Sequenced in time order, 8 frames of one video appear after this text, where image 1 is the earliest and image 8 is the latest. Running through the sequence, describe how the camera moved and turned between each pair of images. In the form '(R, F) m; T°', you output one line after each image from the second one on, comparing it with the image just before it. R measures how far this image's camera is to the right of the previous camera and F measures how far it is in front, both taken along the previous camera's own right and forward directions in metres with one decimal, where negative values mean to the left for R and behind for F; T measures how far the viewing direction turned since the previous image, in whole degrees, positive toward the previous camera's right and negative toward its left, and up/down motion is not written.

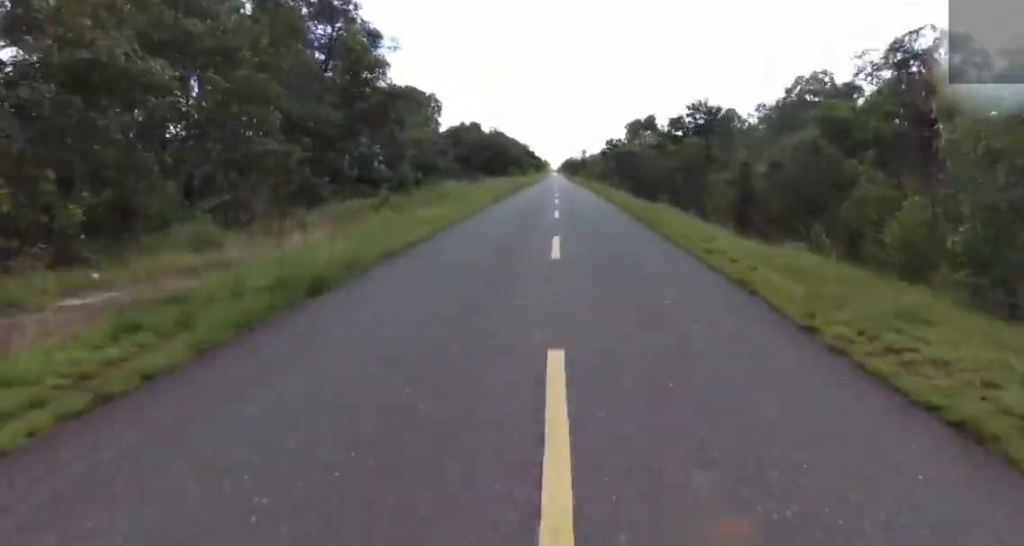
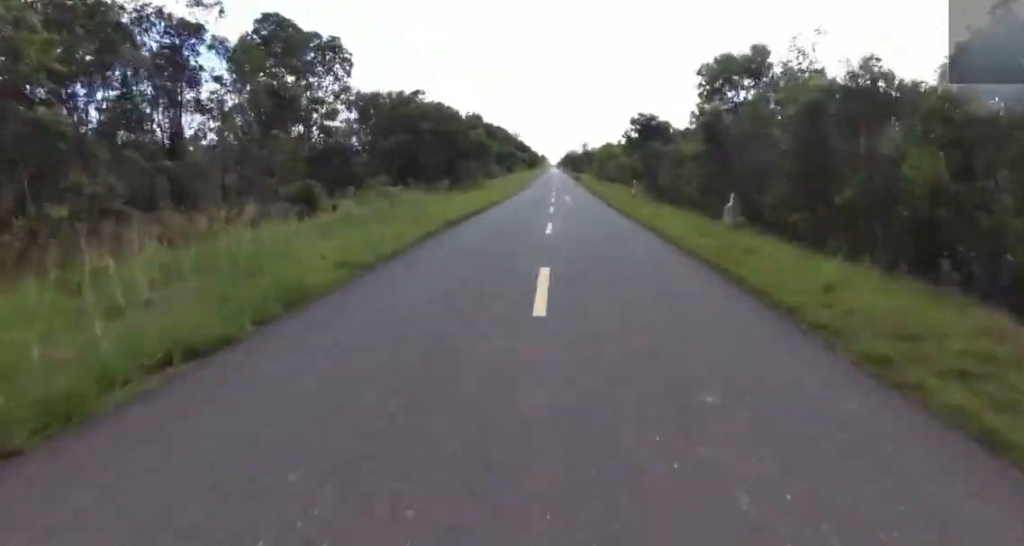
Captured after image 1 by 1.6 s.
(+0.1, +44.7) m; -2°
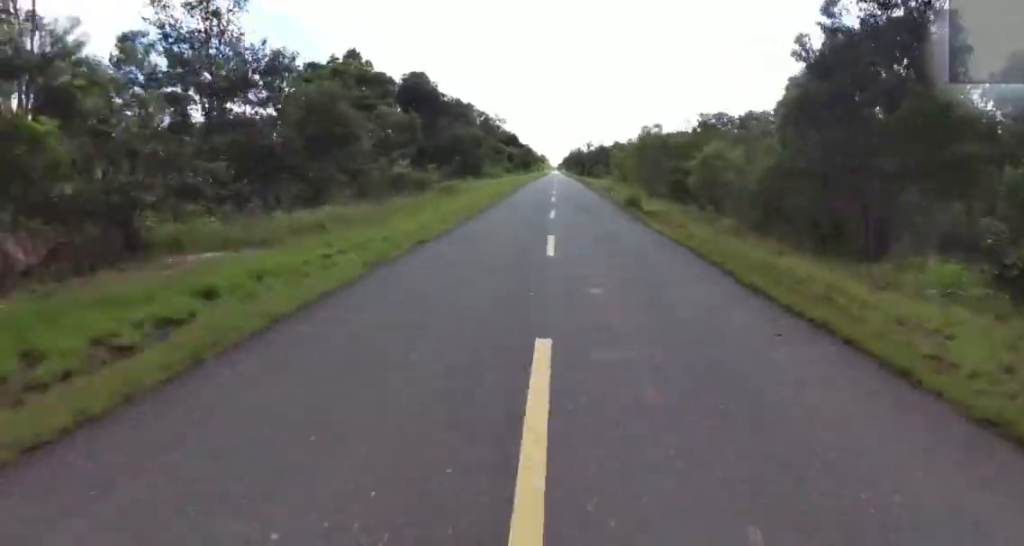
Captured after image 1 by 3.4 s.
(+0.2, +52.7) m; +2°
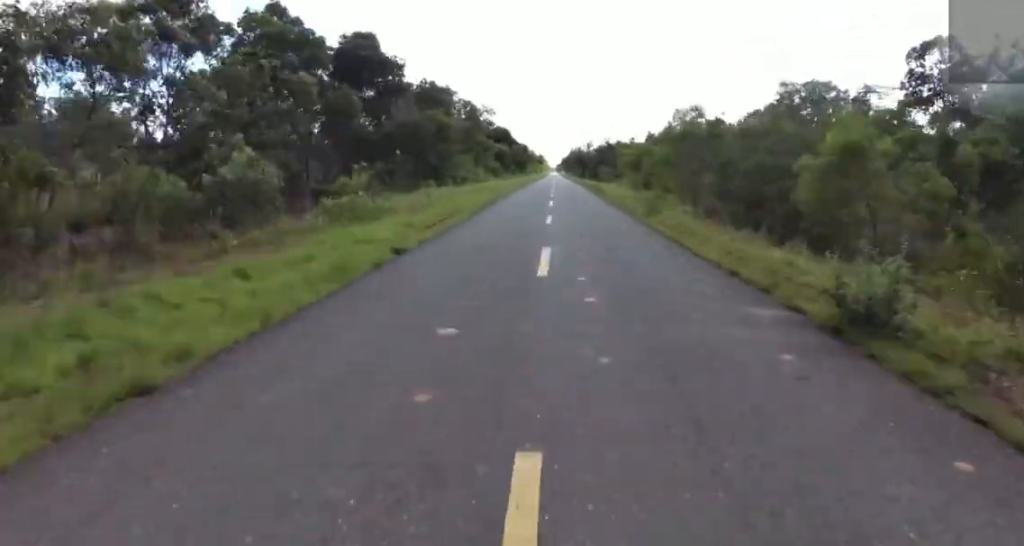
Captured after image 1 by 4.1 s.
(+0.7, +18.1) m; 0°
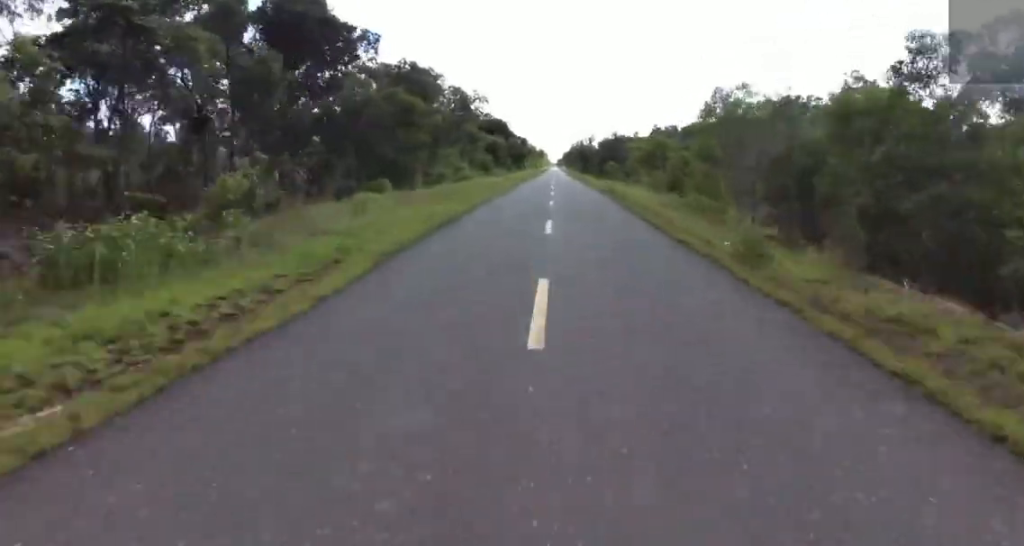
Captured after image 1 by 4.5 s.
(-0.5, +11.3) m; -1°
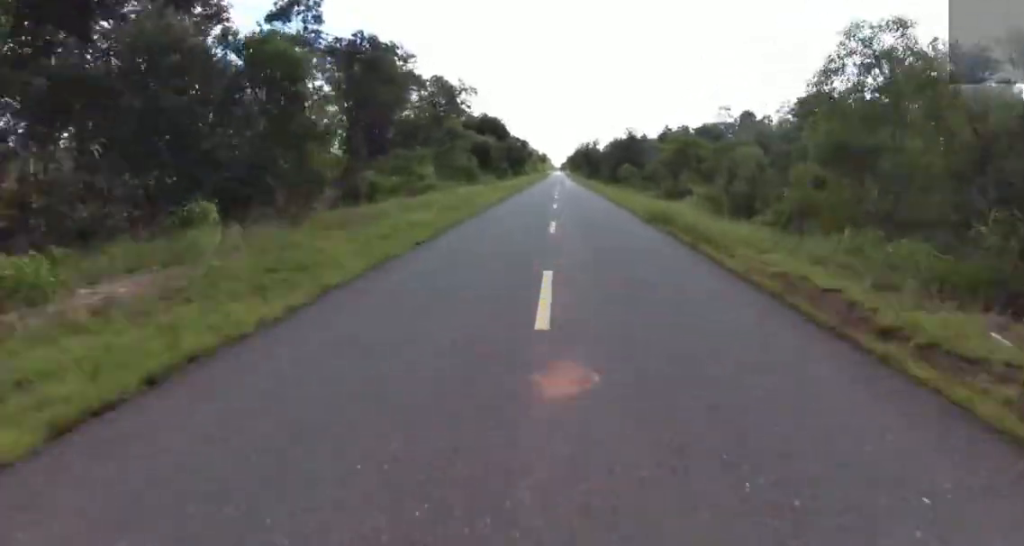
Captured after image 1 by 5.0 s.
(-0.4, +15.9) m; -1°
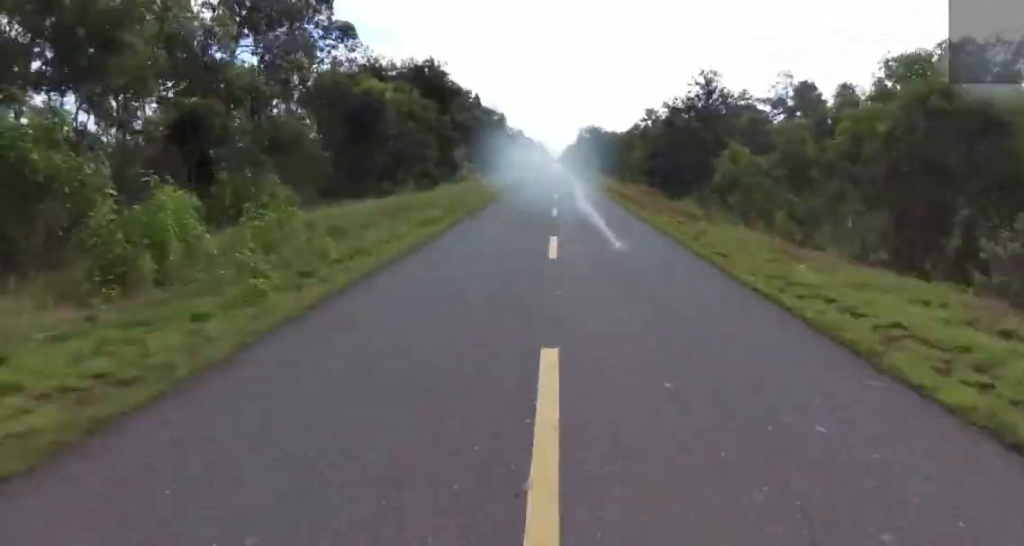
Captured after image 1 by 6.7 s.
(-0.2, +44.0) m; 0°
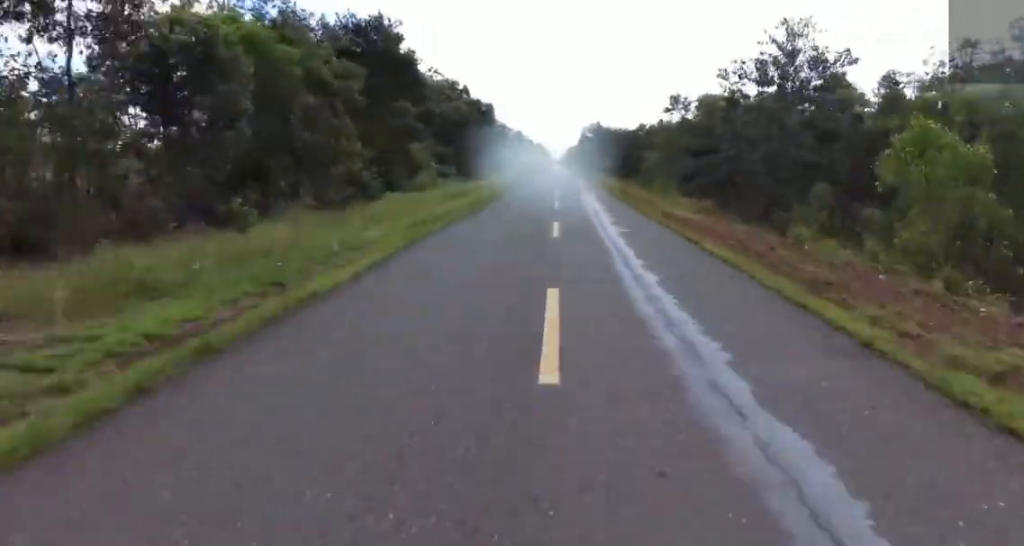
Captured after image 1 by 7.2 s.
(0.0, +14.3) m; 0°
